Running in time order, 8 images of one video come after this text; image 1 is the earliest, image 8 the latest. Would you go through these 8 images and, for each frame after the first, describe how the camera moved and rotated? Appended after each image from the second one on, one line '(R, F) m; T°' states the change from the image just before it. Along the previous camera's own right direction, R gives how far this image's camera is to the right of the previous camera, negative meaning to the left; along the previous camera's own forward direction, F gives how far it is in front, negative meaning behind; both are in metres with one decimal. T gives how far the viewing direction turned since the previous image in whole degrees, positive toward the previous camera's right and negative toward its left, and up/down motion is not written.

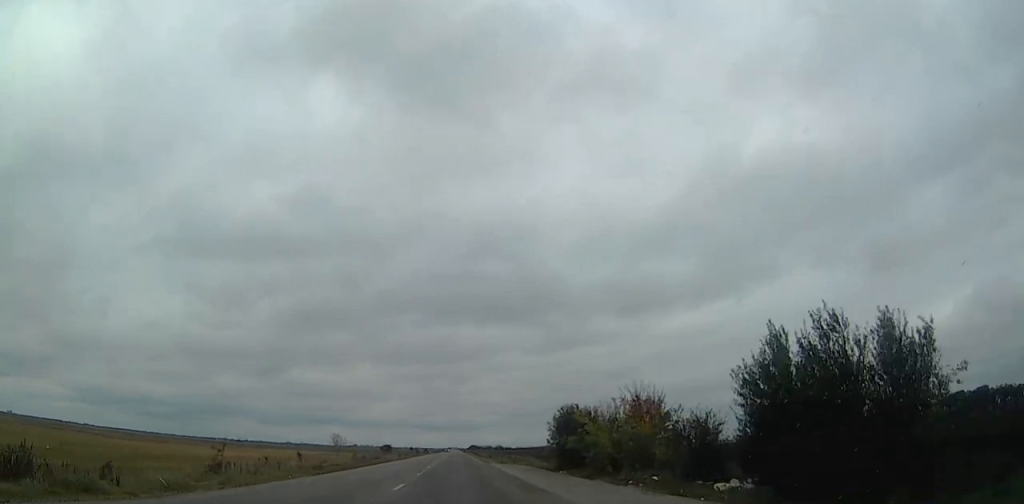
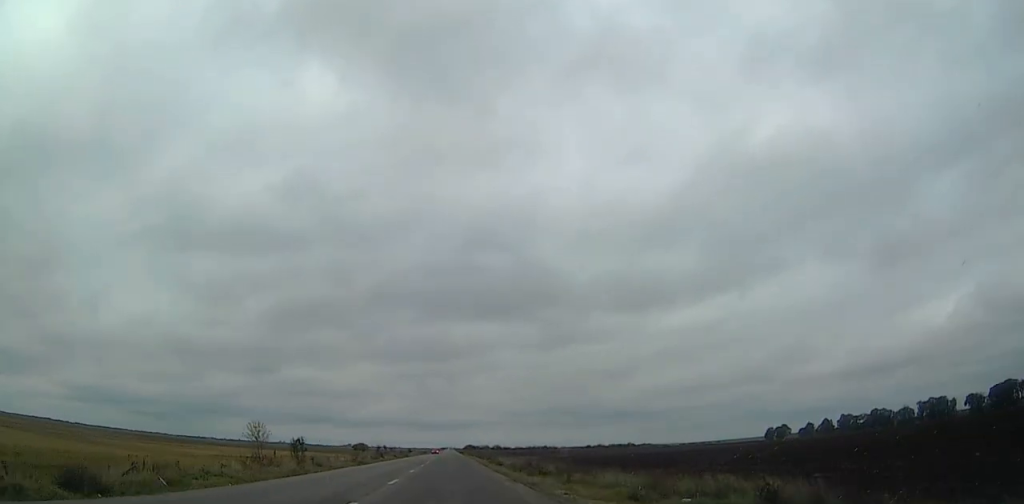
(+0.3, +53.2) m; +1°
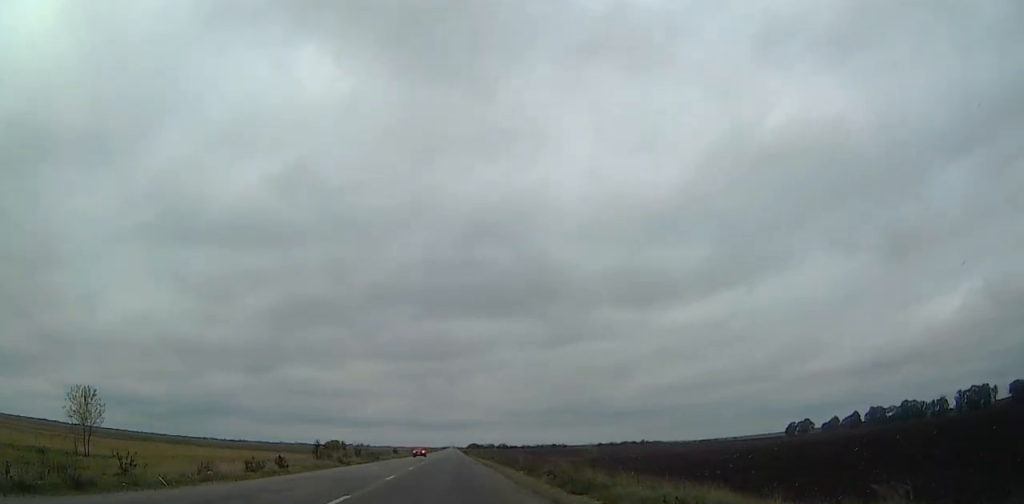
(-0.1, +43.7) m; 0°
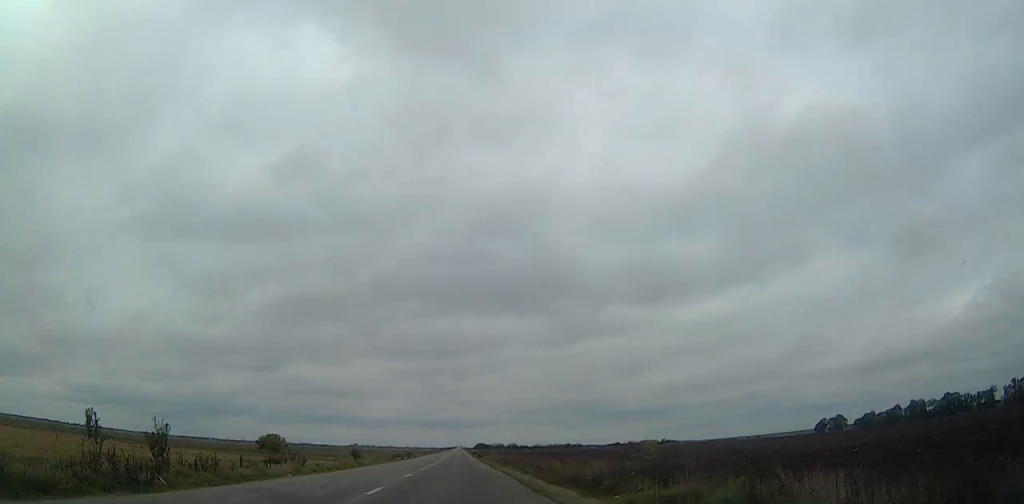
(-0.2, +52.0) m; 0°
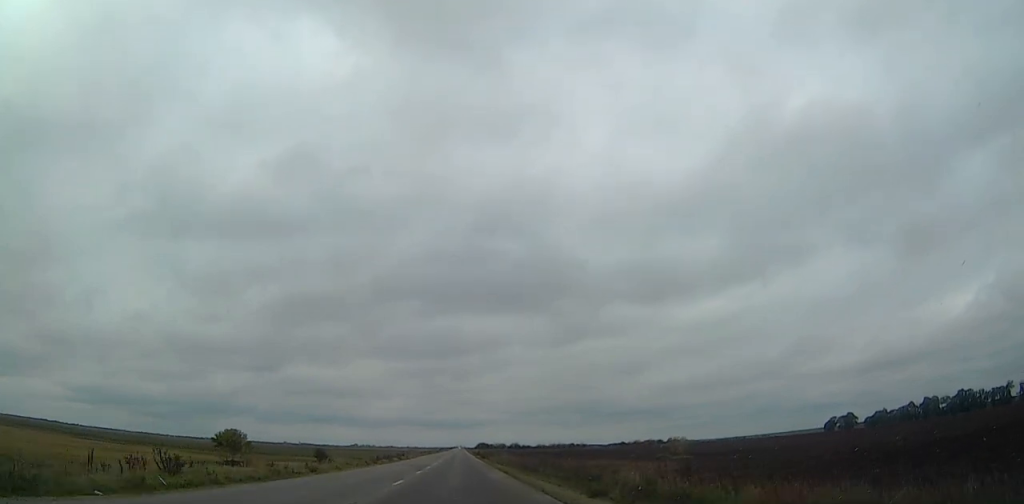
(0.0, +17.5) m; 0°
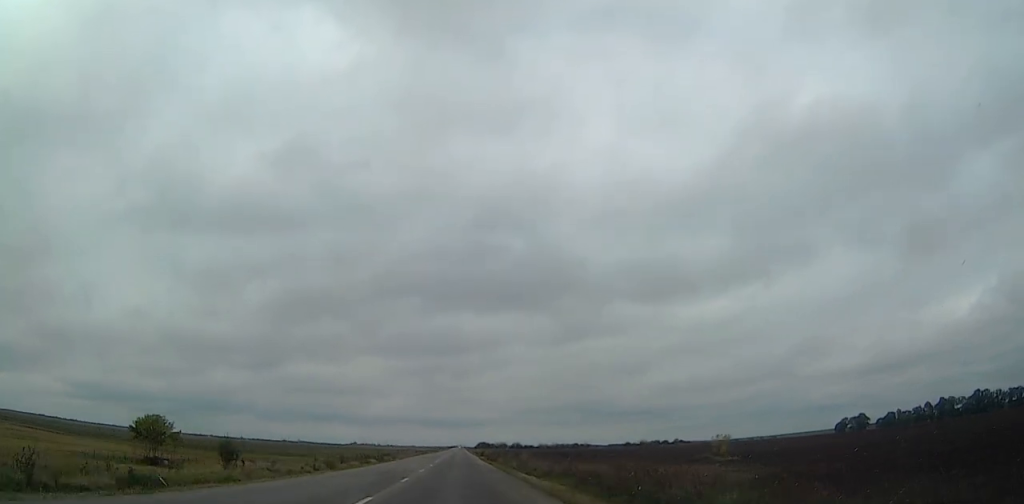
(0.0, +20.6) m; 0°
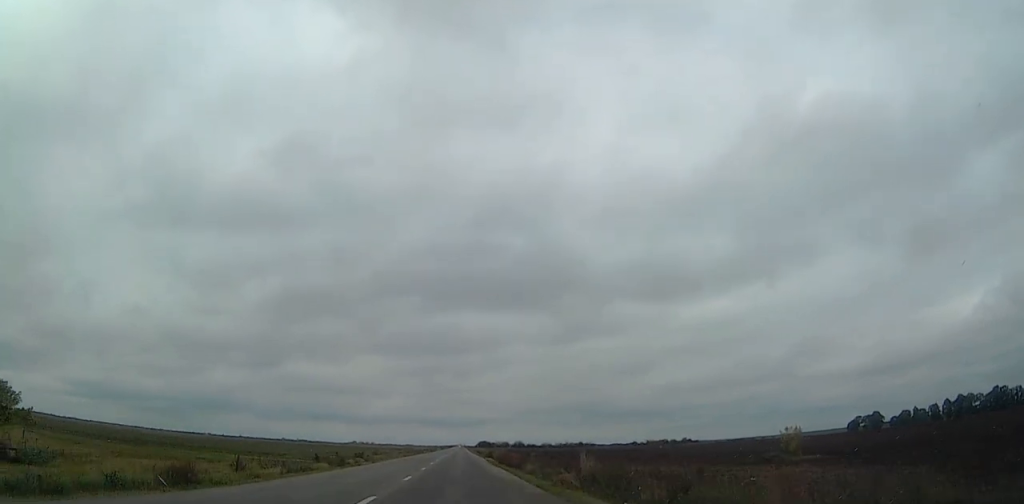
(0.0, +22.8) m; 0°
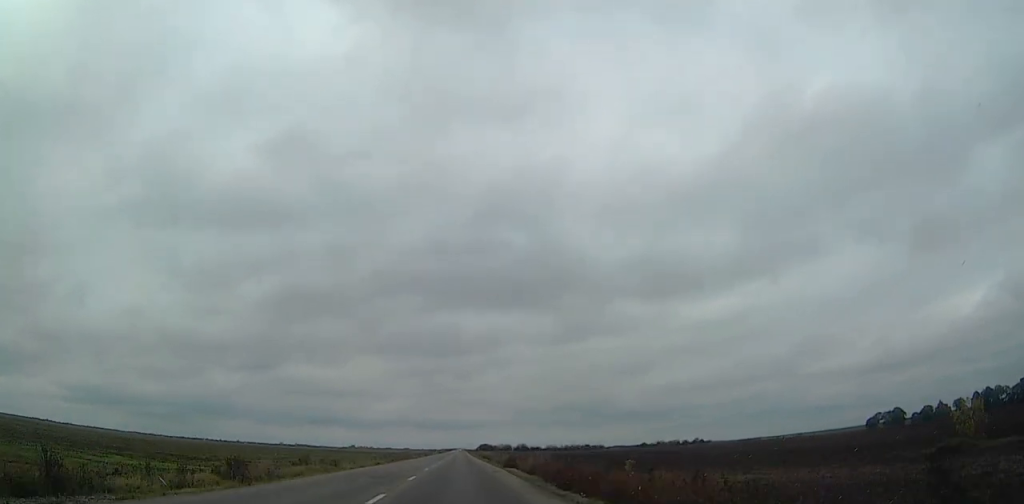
(-0.1, +33.1) m; 0°
